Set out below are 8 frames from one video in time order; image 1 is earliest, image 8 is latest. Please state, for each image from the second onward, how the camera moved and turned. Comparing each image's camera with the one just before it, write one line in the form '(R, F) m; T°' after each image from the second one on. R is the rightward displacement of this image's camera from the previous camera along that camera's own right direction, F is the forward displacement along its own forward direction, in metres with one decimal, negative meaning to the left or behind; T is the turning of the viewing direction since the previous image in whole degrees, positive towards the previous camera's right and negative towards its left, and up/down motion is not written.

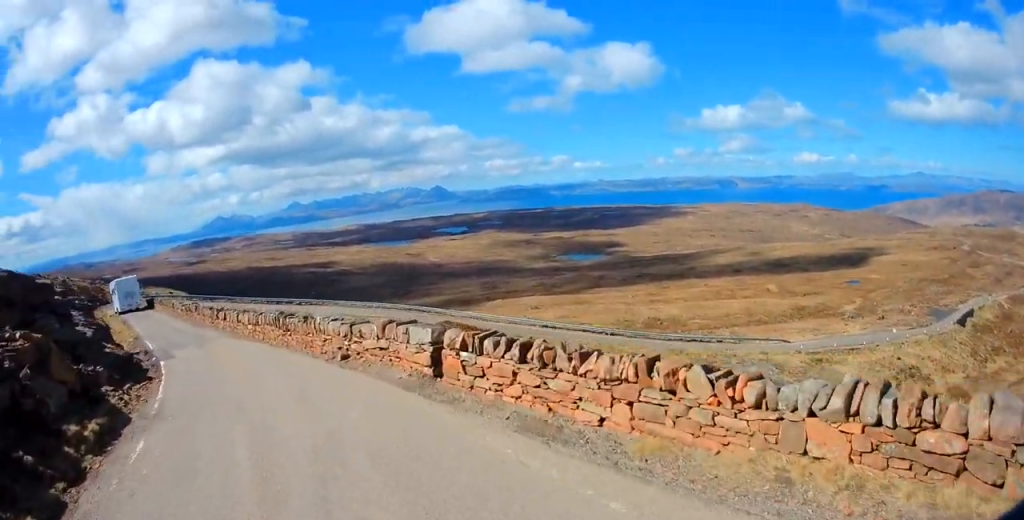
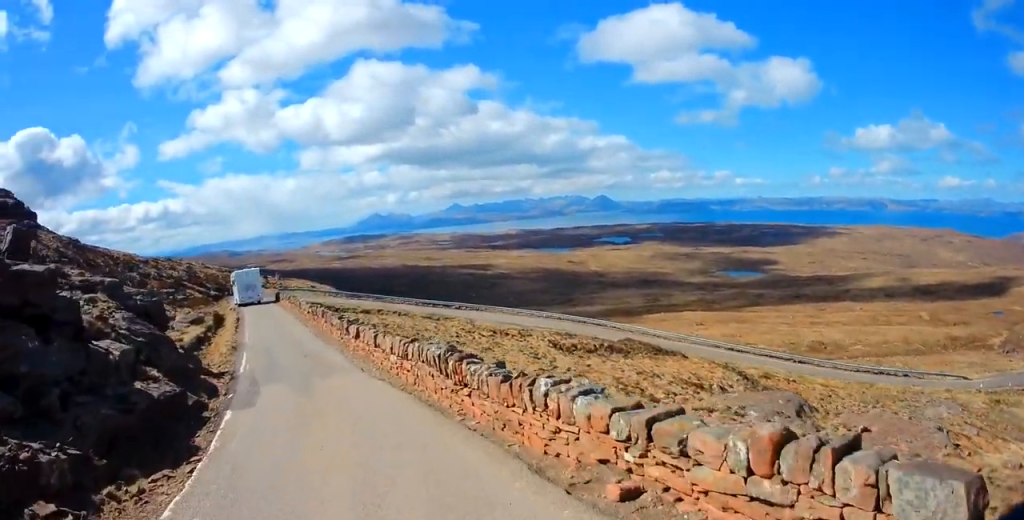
(-1.0, +6.5) m; -16°
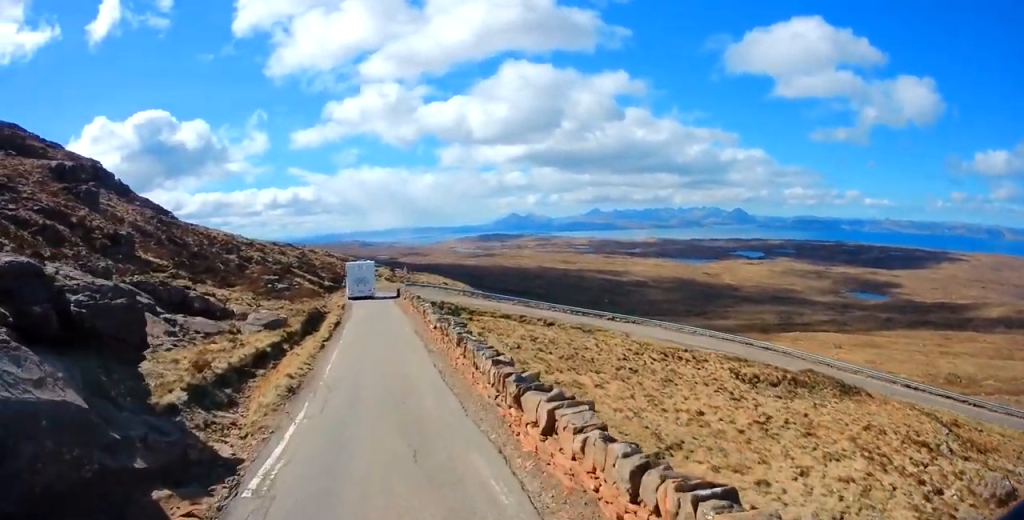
(-1.3, +8.7) m; -13°
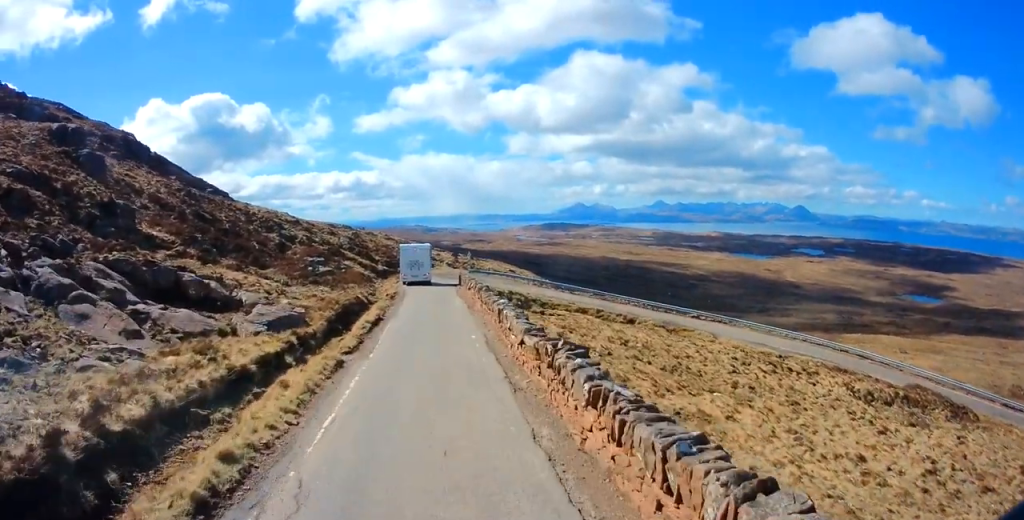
(-0.4, +6.6) m; -7°
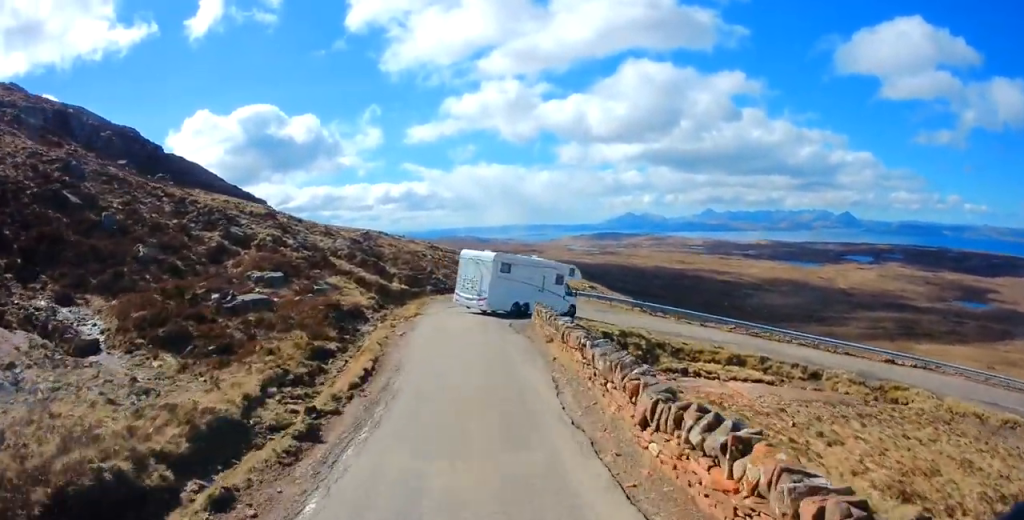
(-5.7, +21.1) m; -1°
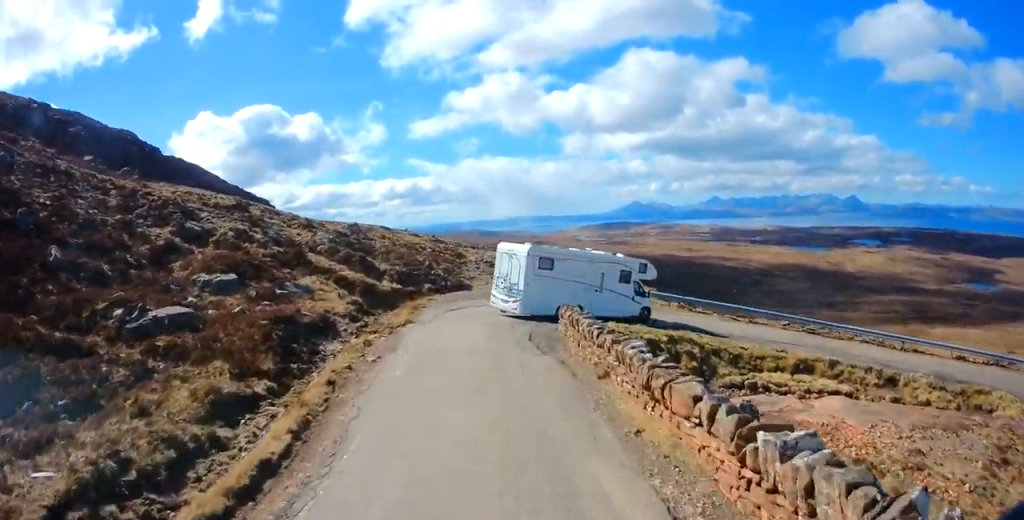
(+3.5, +6.1) m; +14°
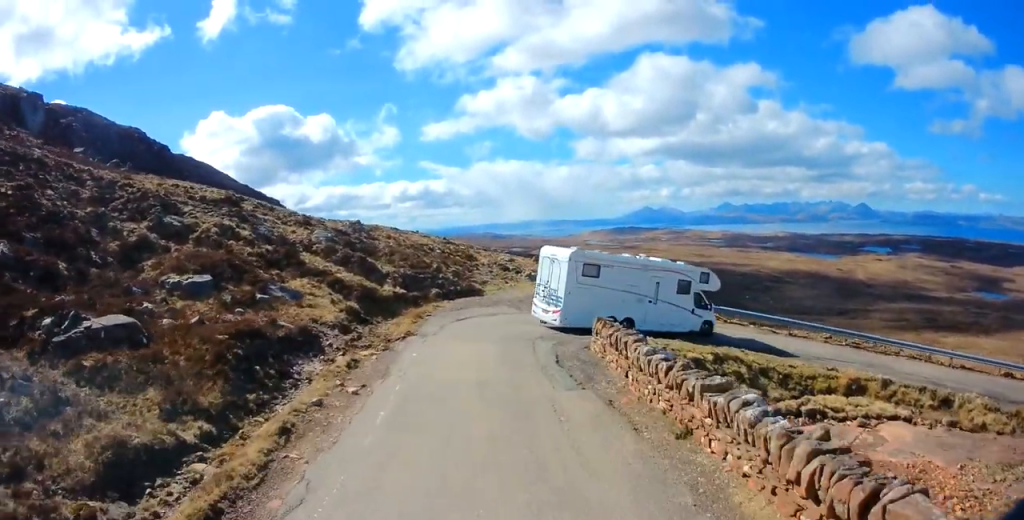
(+0.1, +3.4) m; -1°
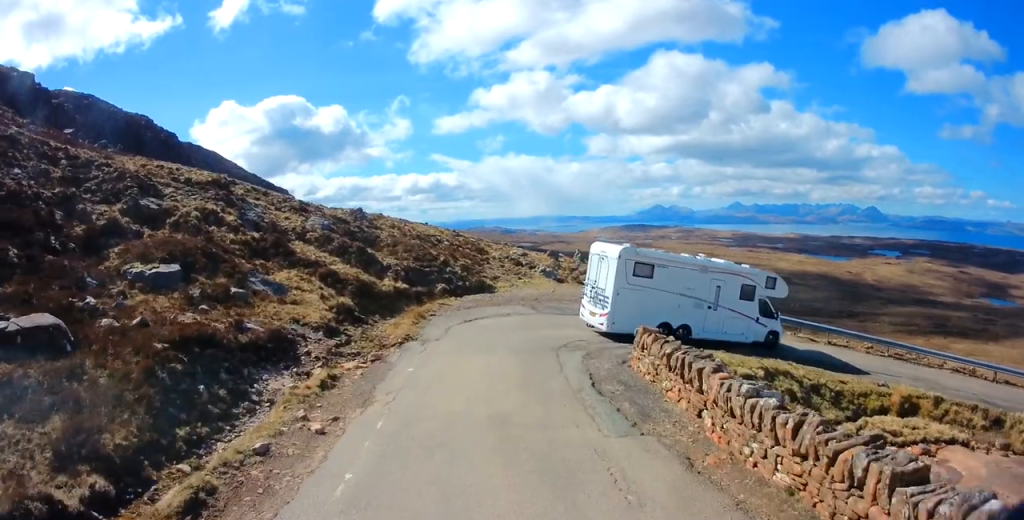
(-0.7, +3.2) m; -8°
